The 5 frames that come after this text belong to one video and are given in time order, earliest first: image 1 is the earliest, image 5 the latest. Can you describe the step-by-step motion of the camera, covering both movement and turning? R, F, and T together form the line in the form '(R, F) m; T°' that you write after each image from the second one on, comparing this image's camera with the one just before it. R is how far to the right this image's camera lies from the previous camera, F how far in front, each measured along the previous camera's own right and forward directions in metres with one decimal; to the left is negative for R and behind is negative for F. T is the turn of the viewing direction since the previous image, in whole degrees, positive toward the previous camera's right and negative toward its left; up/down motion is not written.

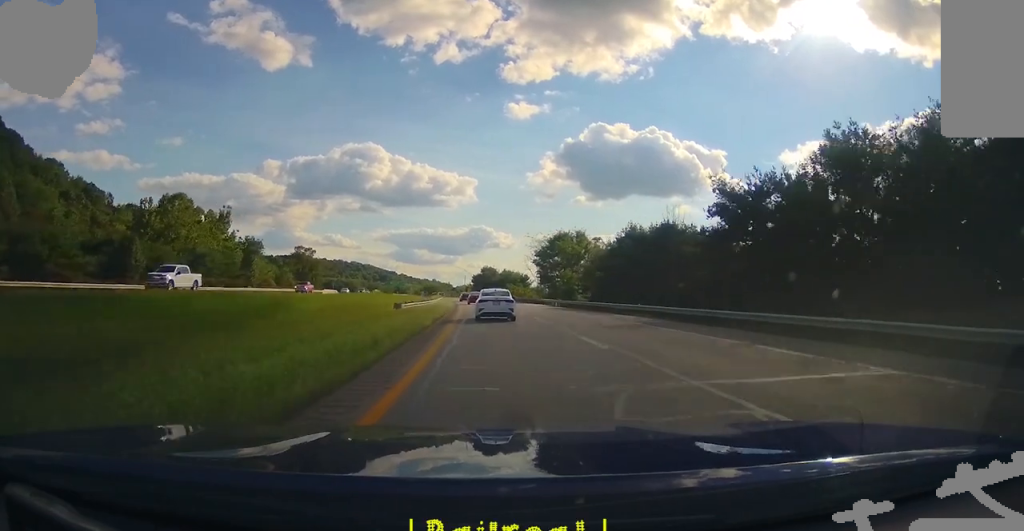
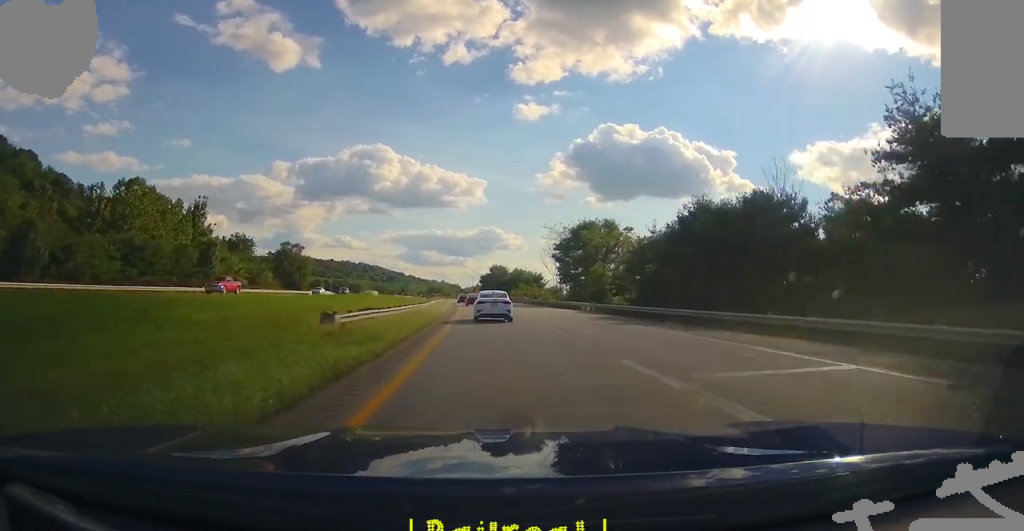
(0.0, +17.5) m; 0°
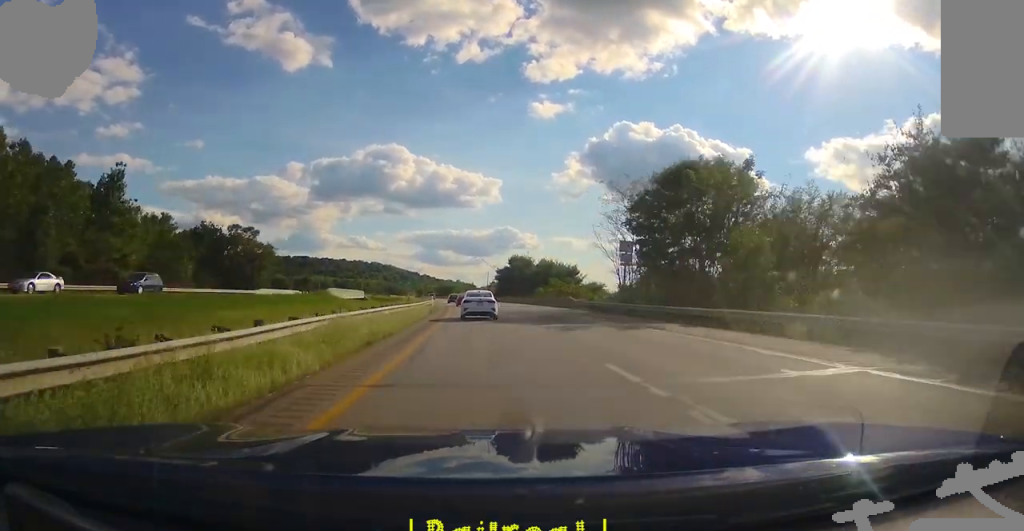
(0.0, +37.4) m; -2°
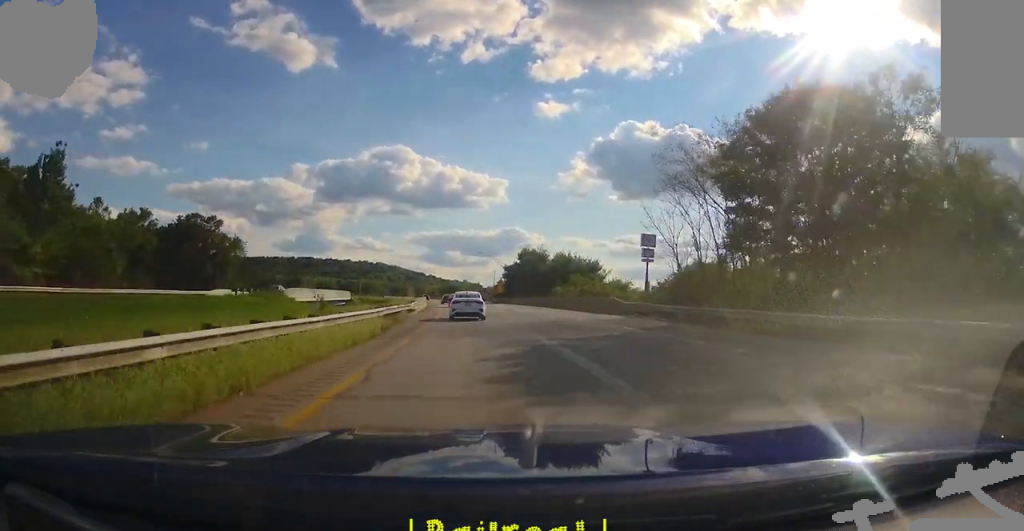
(+0.1, +17.6) m; -1°
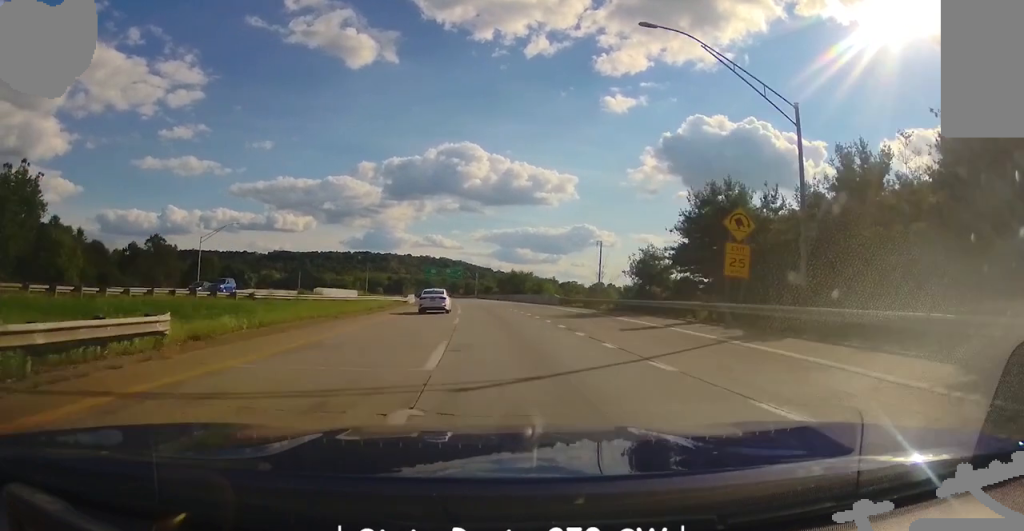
(-8.2, +103.6) m; -10°
